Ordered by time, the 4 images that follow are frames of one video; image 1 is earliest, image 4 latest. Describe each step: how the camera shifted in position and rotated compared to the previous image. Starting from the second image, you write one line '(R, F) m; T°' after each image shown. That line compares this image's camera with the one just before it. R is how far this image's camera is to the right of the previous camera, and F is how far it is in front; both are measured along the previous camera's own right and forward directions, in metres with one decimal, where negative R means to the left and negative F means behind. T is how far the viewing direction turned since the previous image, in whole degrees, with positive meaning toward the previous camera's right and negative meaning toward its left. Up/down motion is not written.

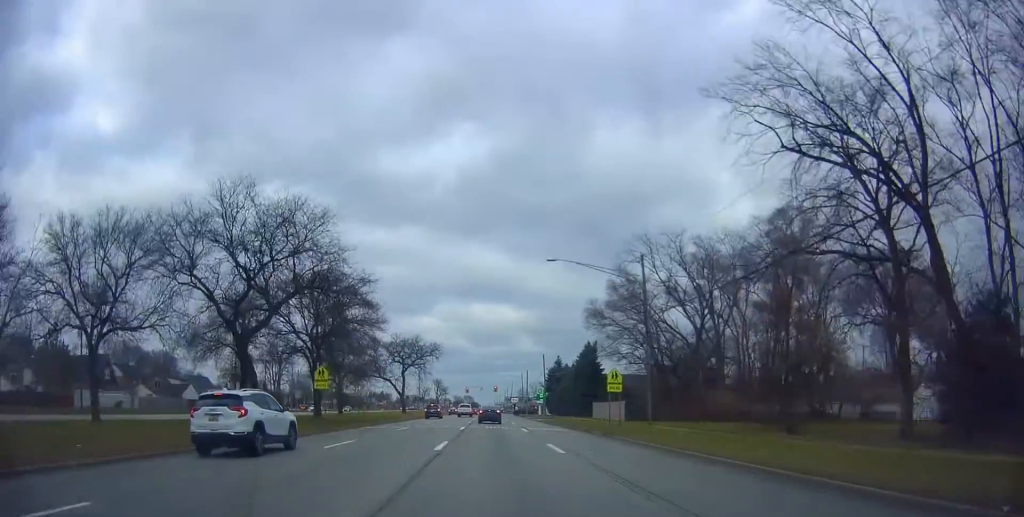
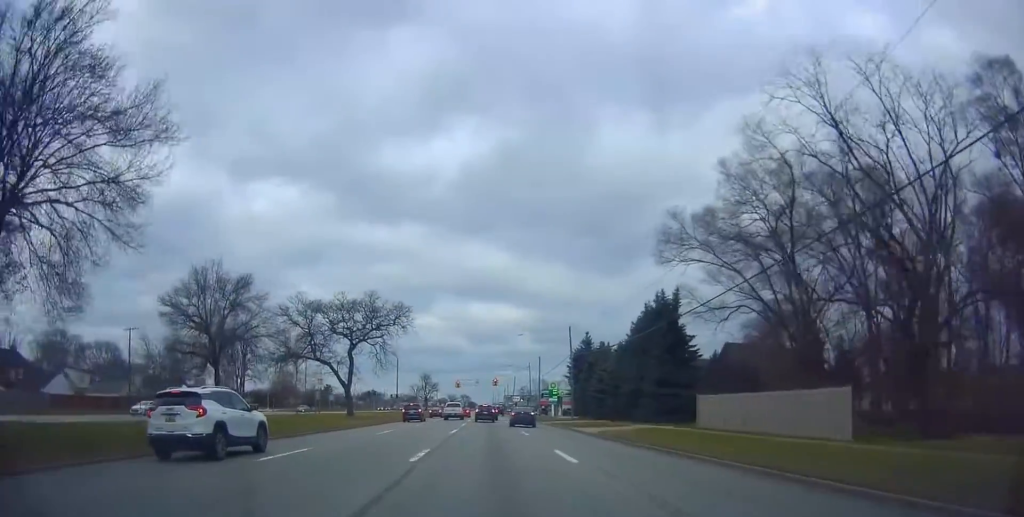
(-0.4, +33.7) m; -2°
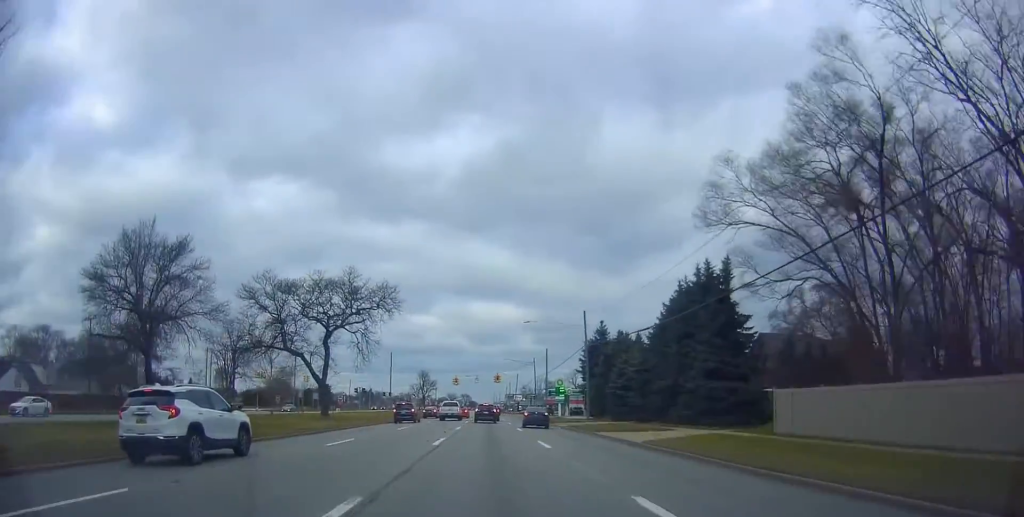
(0.0, +8.9) m; +1°
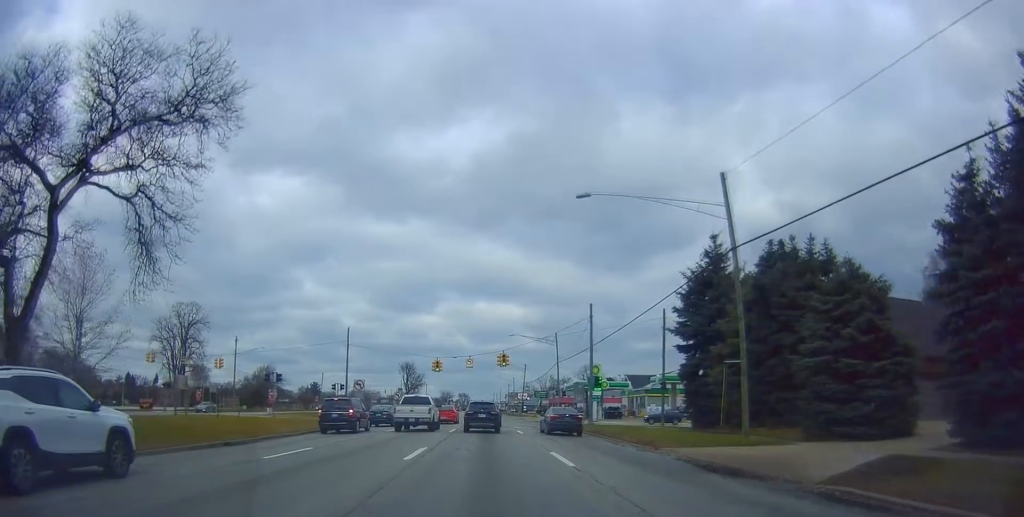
(+1.3, +34.0) m; +2°
